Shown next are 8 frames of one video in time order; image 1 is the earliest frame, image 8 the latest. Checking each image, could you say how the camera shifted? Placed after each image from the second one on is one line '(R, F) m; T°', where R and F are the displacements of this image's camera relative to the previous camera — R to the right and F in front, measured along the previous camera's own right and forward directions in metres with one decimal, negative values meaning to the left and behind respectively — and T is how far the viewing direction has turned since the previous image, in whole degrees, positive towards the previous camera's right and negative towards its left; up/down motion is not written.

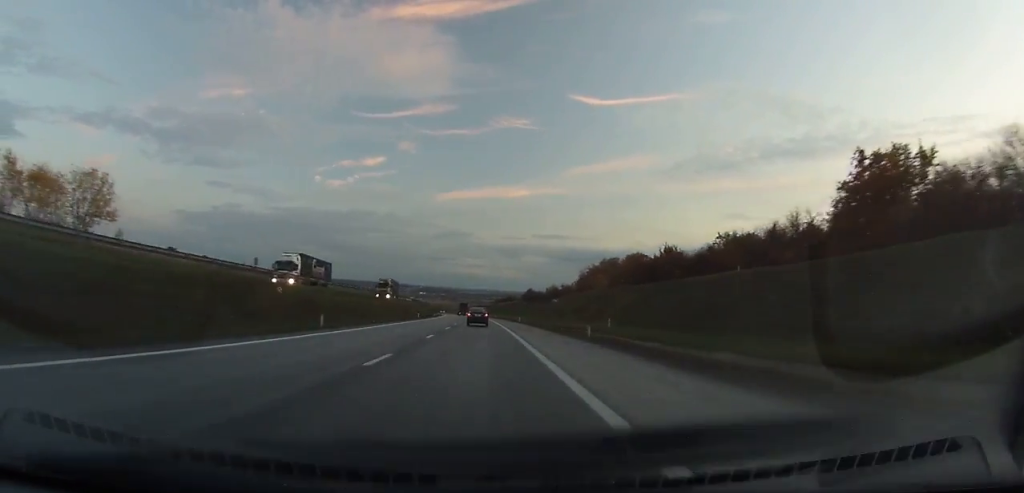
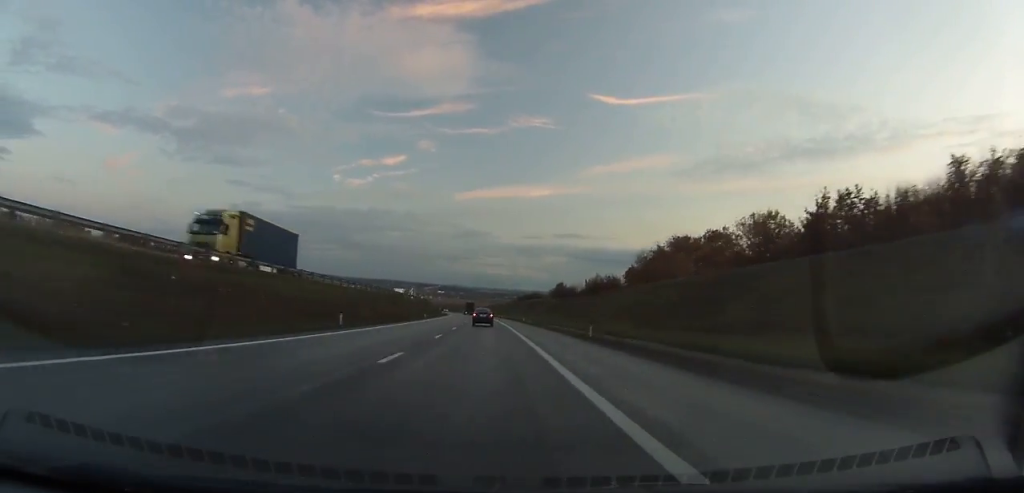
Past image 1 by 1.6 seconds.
(+0.1, +46.6) m; -2°
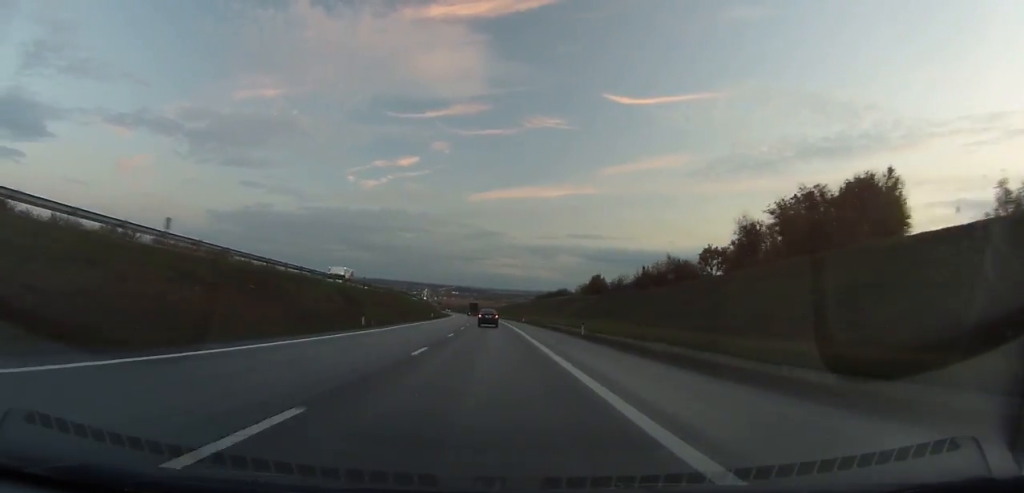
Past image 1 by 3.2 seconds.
(-1.5, +46.3) m; -2°
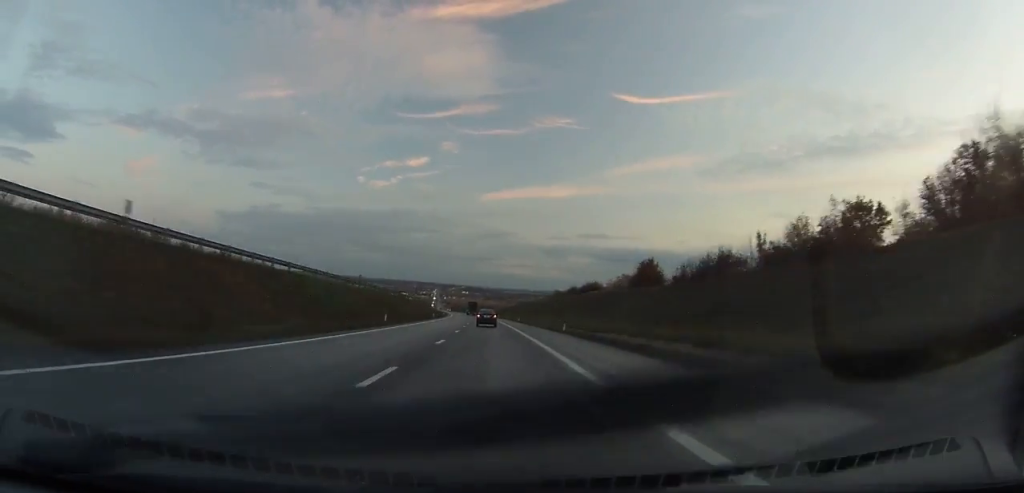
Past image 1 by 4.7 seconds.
(-0.2, +43.4) m; -2°
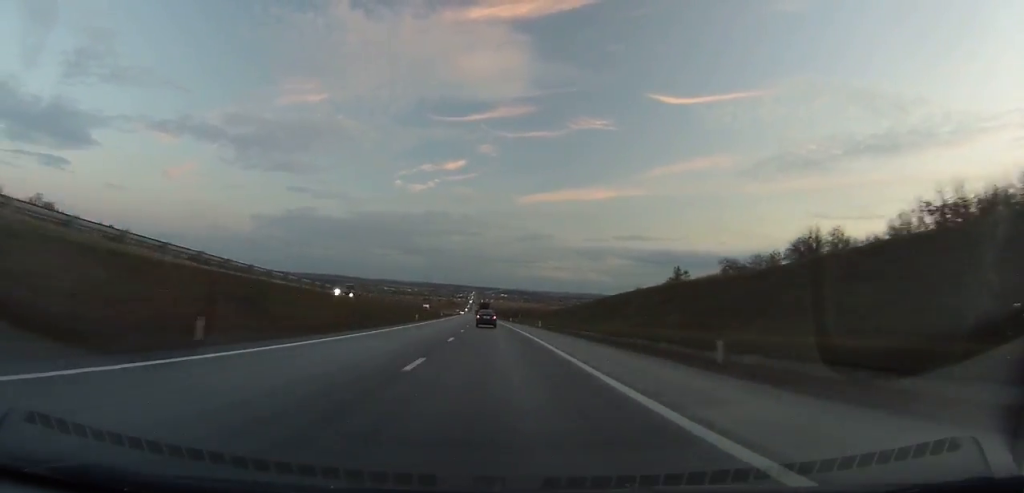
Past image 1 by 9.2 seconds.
(-4.8, +128.8) m; -3°
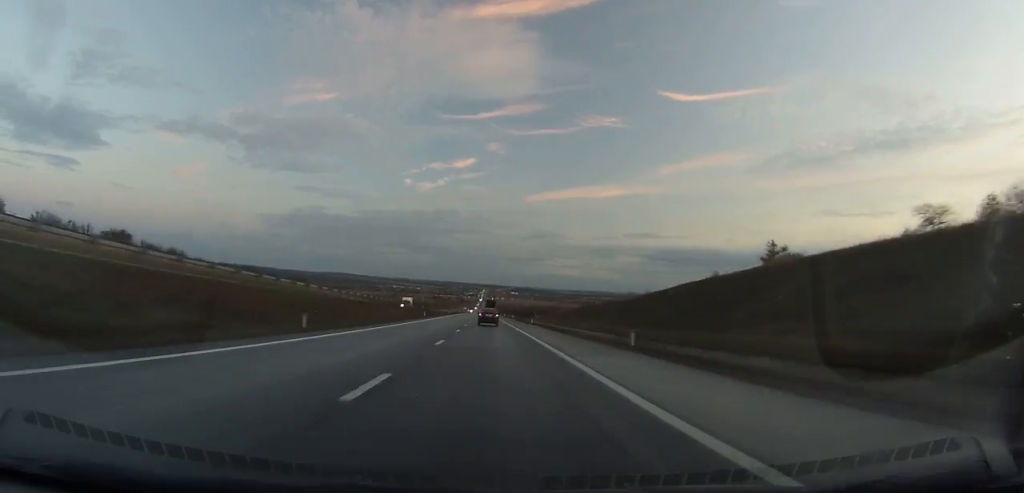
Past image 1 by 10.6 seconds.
(0.0, +39.0) m; -1°
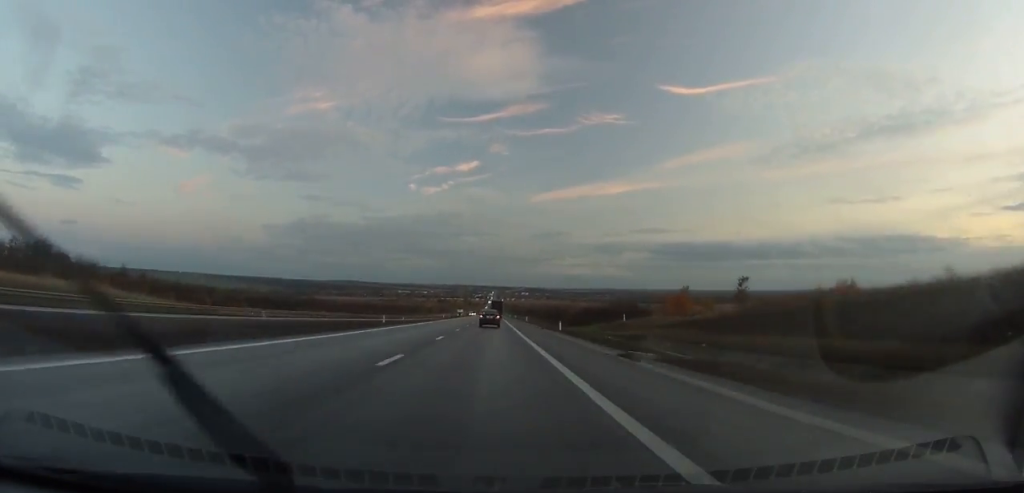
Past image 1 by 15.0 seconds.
(-2.7, +127.4) m; -2°
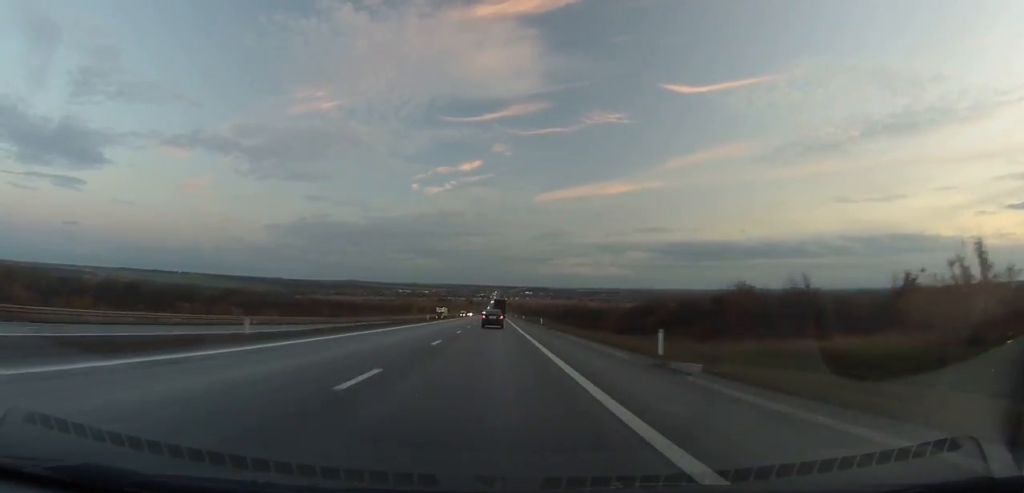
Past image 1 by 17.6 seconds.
(-0.3, +77.3) m; 0°
